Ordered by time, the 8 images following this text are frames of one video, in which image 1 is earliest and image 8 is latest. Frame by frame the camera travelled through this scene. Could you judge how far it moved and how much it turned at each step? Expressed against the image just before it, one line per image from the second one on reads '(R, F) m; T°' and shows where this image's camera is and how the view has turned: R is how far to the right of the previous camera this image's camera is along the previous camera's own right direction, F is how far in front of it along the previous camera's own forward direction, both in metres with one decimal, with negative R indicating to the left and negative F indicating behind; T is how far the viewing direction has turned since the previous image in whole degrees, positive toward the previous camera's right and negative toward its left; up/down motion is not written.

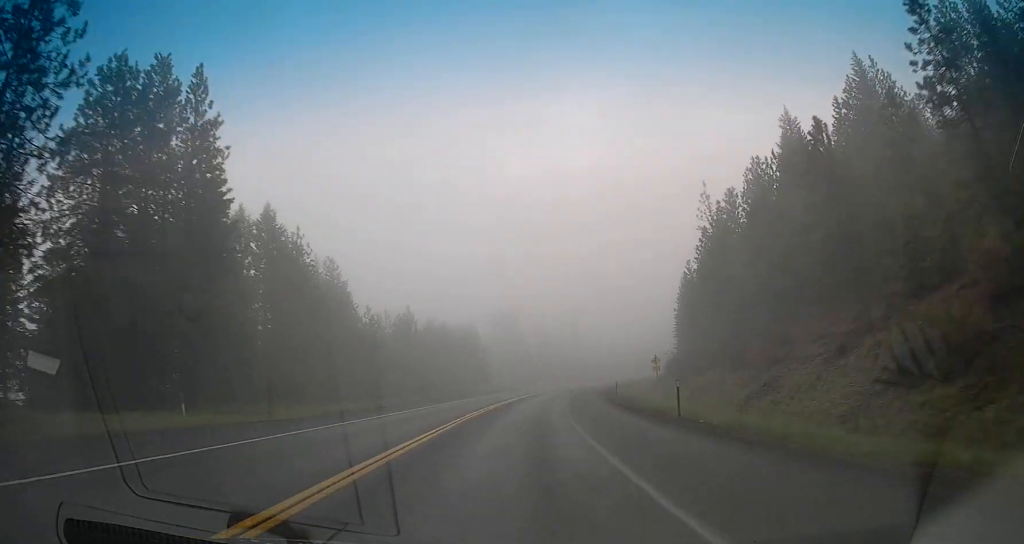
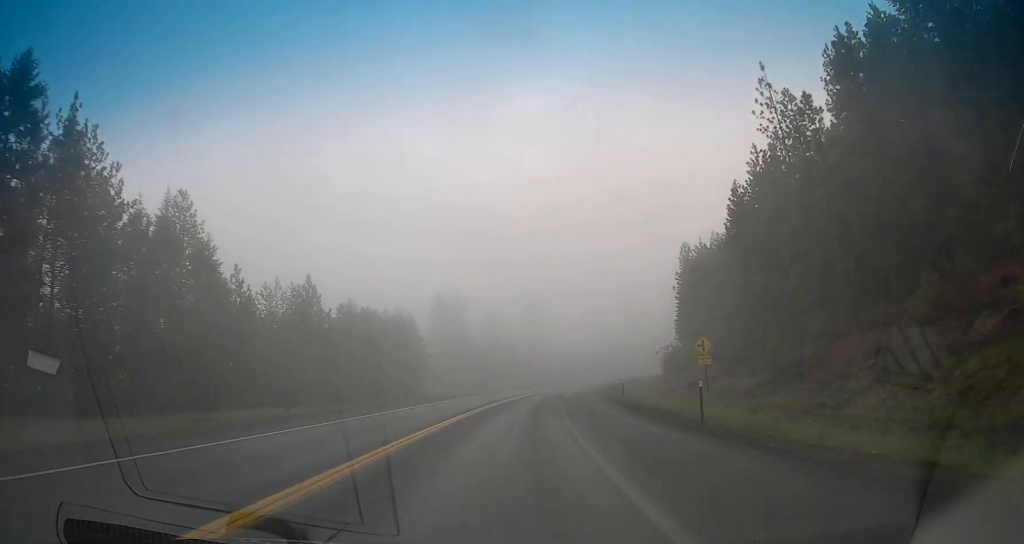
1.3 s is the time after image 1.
(+0.9, +33.7) m; +4°
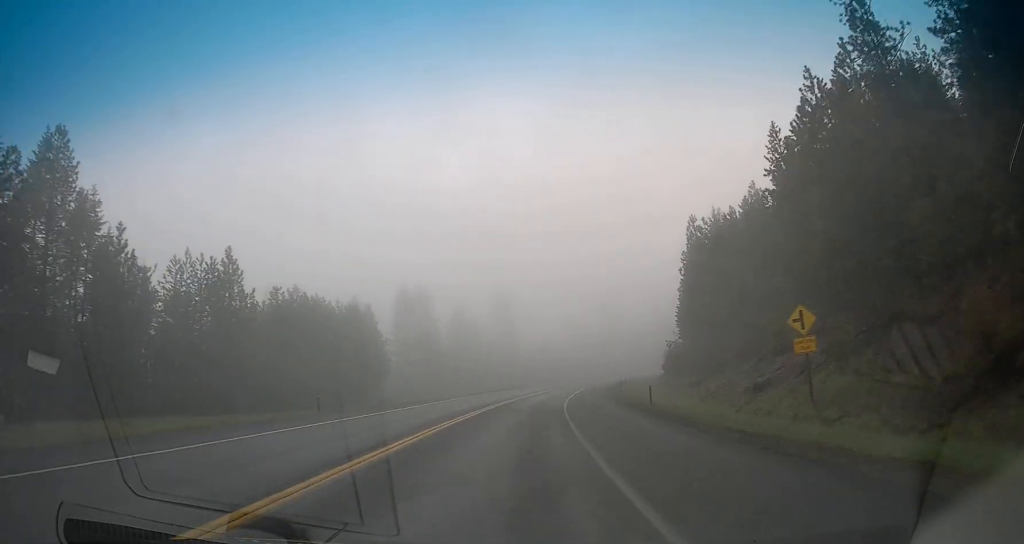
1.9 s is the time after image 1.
(+0.3, +17.8) m; +3°
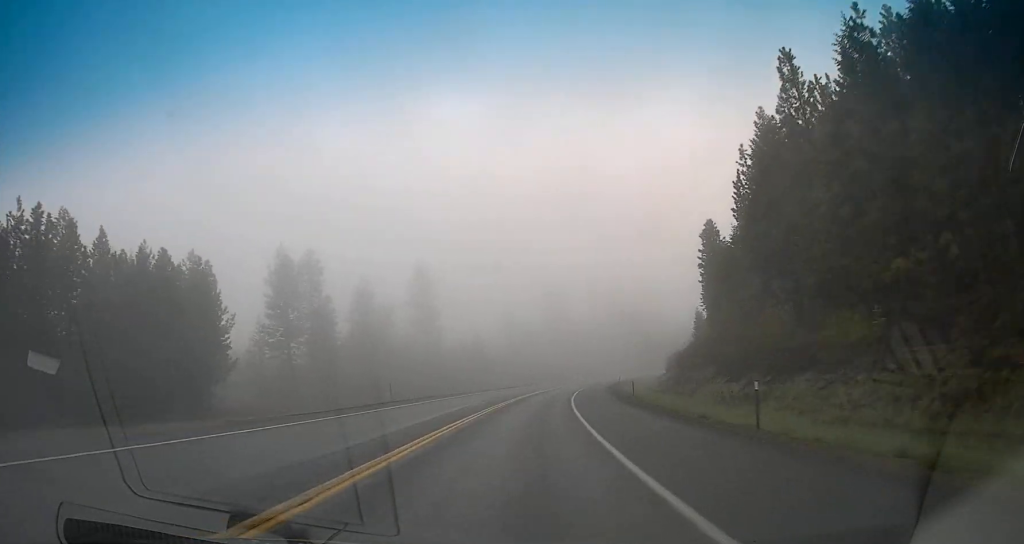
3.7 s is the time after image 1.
(+2.6, +46.3) m; +6°
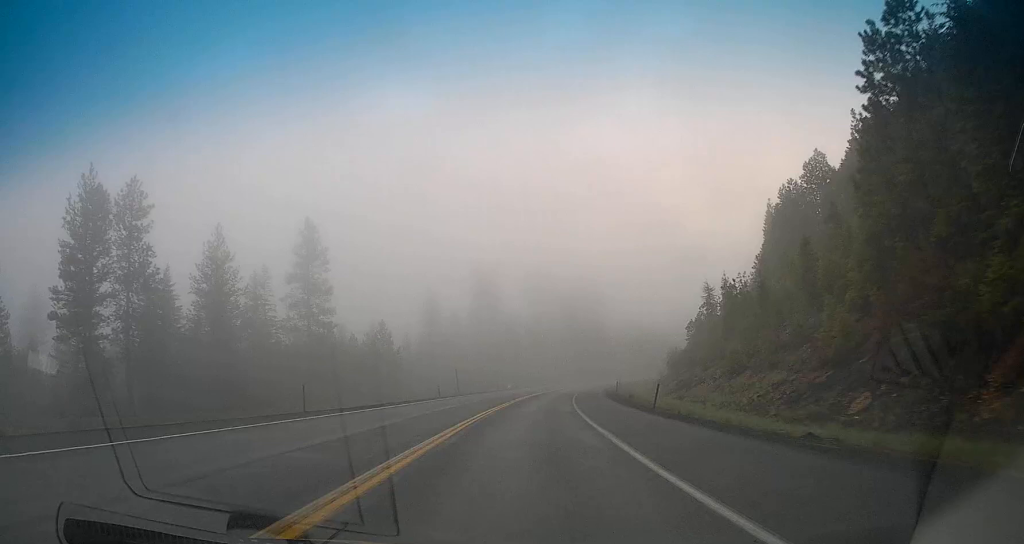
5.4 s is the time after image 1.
(+2.8, +45.5) m; +6°
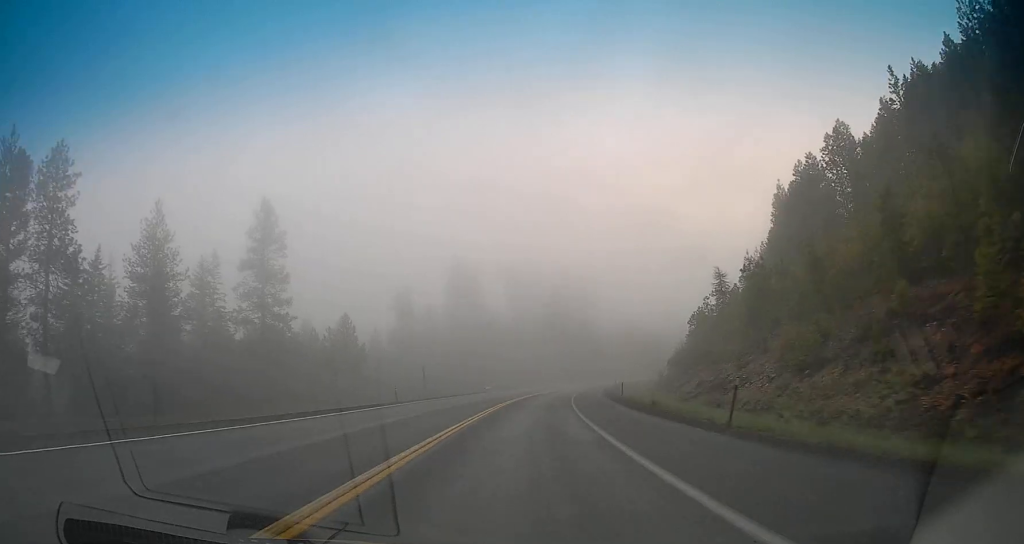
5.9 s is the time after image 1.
(+0.1, +13.5) m; +2°
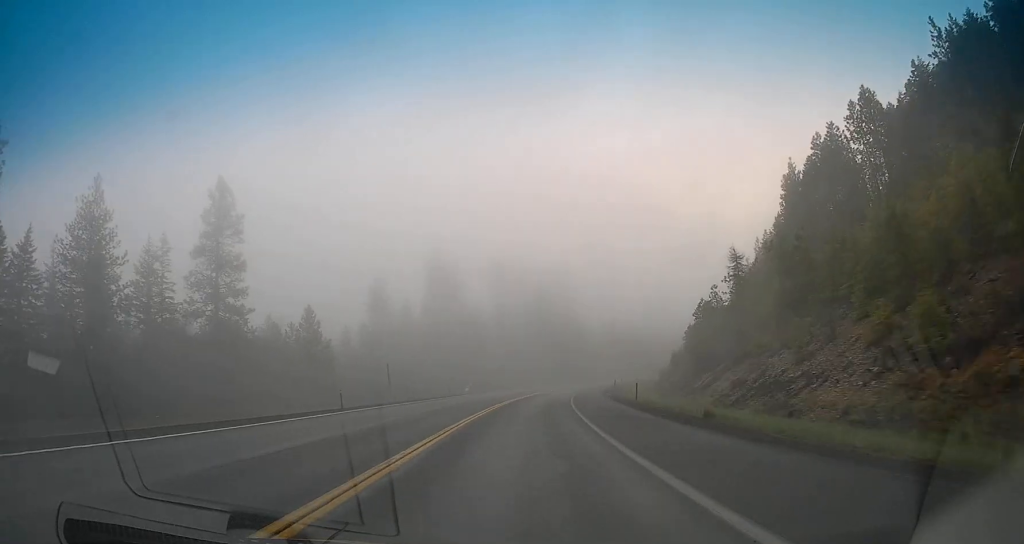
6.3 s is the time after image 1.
(+0.2, +11.7) m; +2°
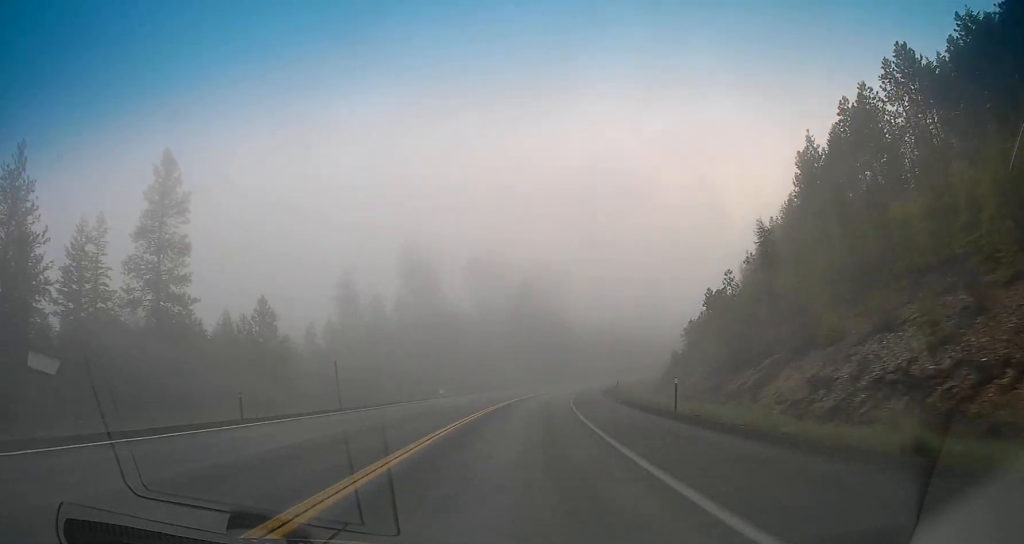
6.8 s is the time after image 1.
(-0.1, +12.6) m; +2°
